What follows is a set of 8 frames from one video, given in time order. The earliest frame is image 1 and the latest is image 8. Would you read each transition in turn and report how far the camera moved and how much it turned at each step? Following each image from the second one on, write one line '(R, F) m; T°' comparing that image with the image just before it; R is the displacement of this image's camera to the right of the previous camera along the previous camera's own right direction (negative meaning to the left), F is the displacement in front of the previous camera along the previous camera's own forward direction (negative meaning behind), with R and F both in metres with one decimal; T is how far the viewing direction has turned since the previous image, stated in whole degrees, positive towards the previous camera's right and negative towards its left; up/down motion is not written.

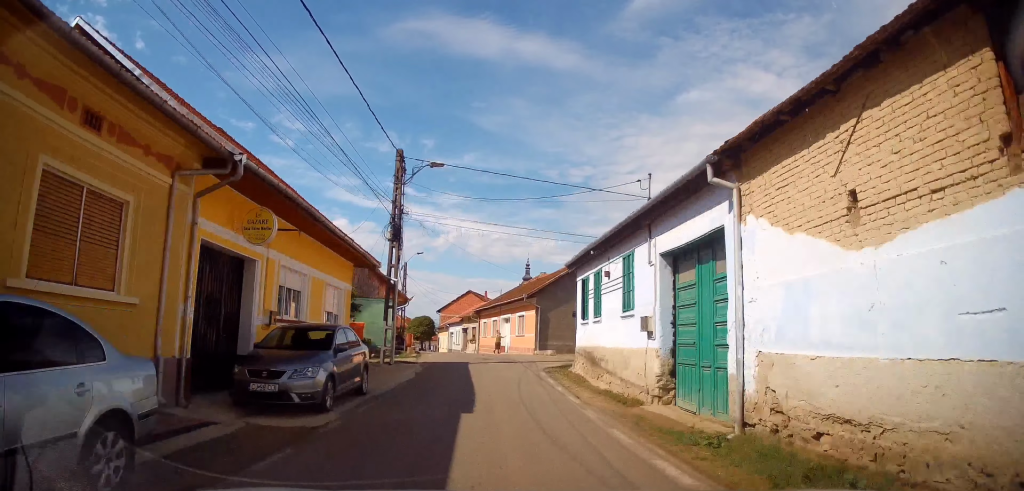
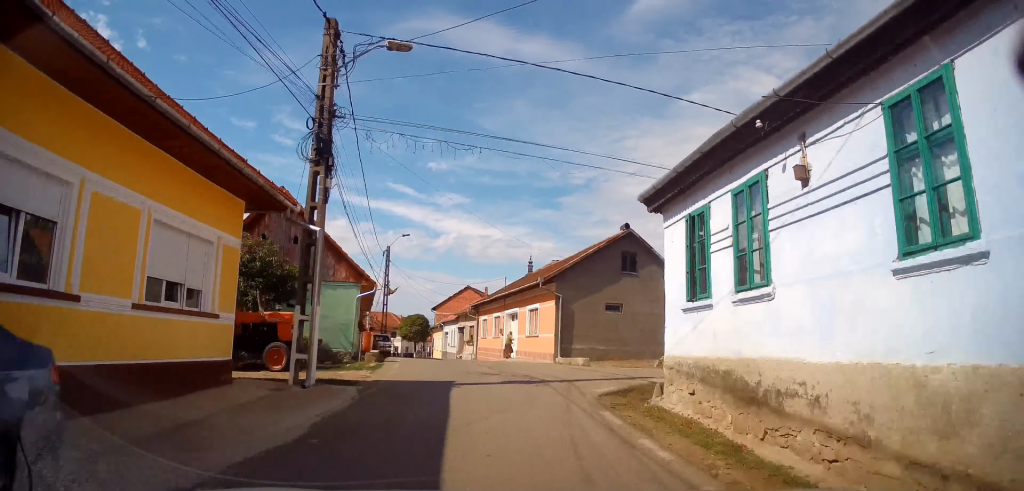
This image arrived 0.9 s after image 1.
(-0.1, +9.0) m; -1°
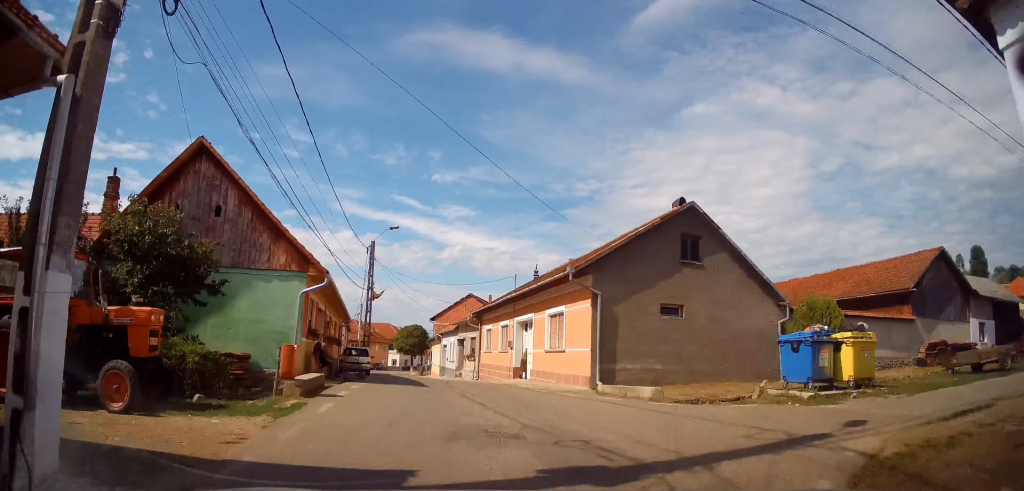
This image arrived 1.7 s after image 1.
(0.0, +7.5) m; -1°
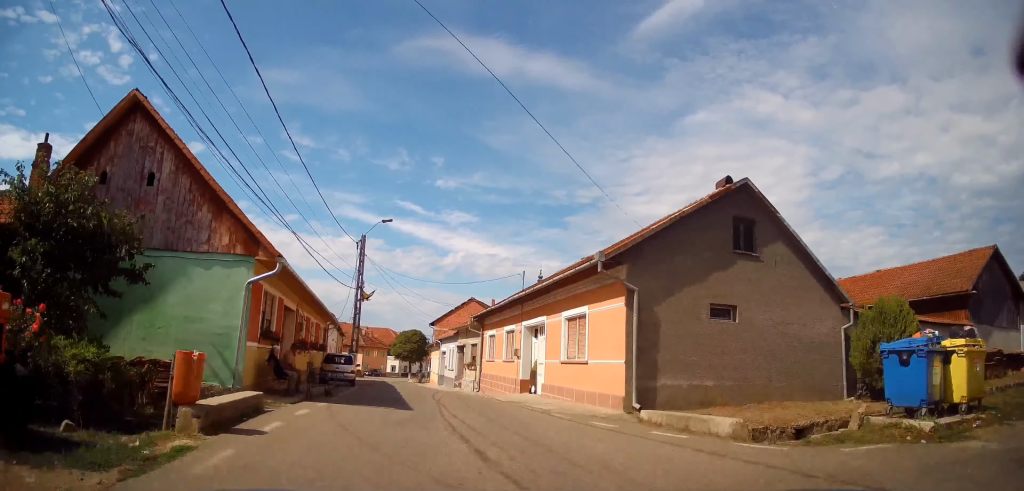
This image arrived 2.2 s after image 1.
(-0.1, +4.1) m; -1°
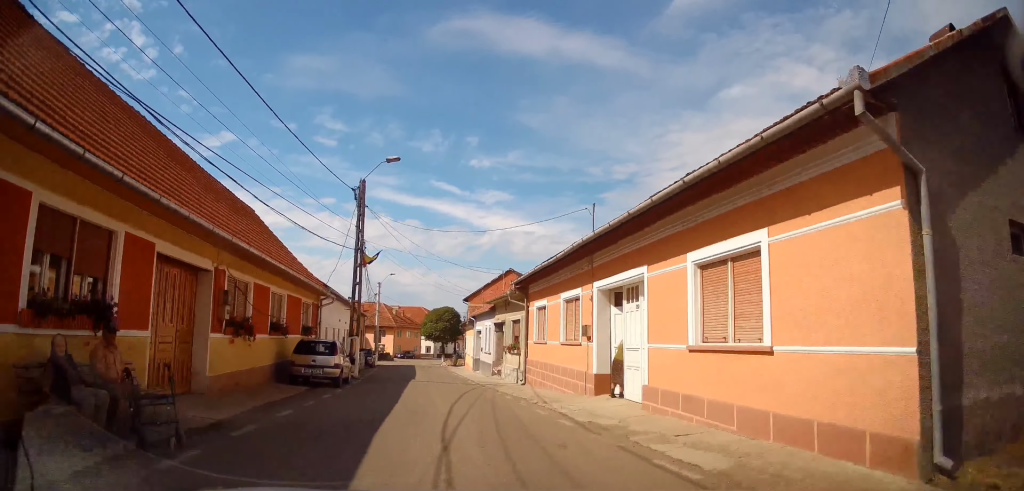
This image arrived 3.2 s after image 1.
(-0.2, +9.1) m; -3°
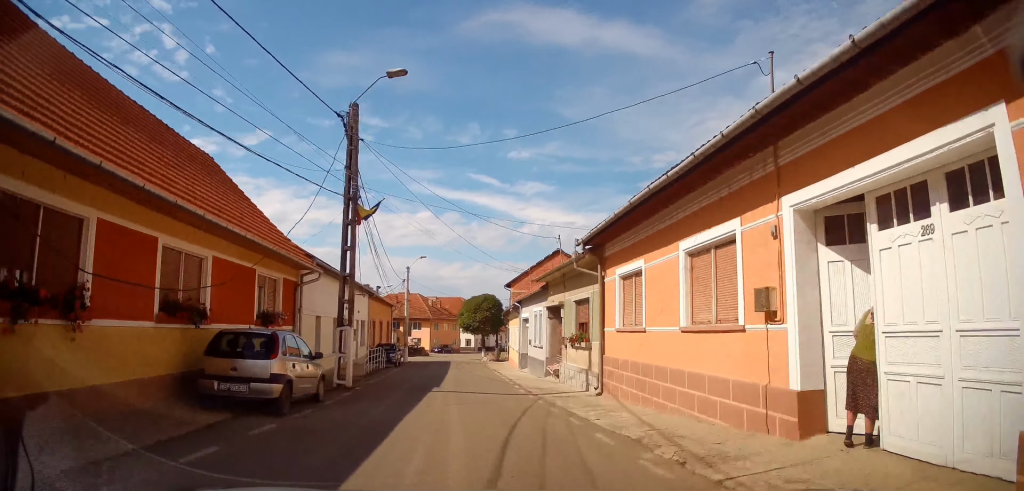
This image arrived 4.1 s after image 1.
(-0.2, +7.6) m; -4°
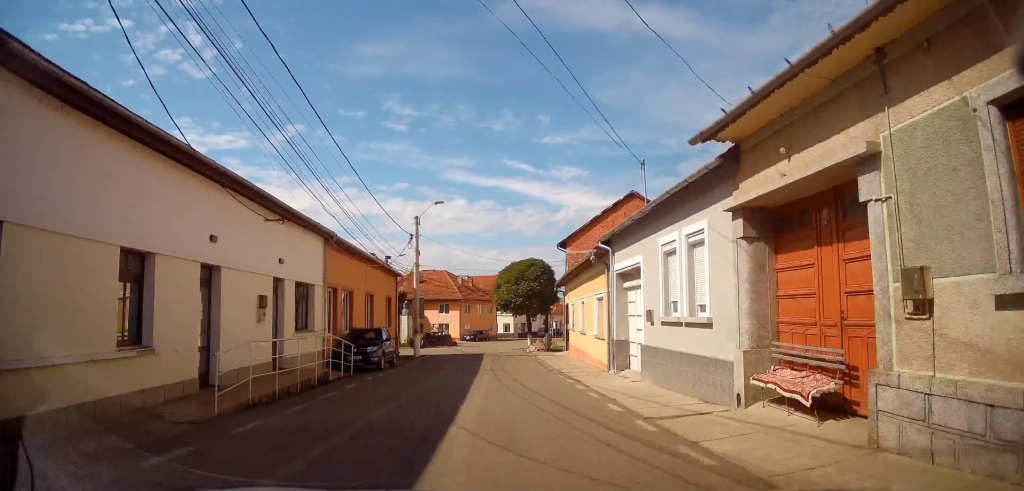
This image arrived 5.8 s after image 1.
(-1.0, +14.8) m; -5°
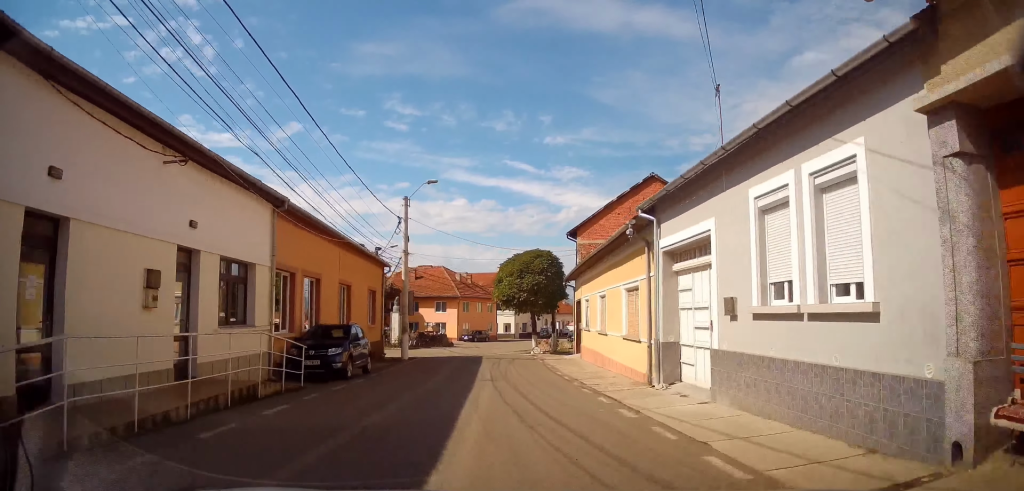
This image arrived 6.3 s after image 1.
(+0.1, +4.3) m; 0°
